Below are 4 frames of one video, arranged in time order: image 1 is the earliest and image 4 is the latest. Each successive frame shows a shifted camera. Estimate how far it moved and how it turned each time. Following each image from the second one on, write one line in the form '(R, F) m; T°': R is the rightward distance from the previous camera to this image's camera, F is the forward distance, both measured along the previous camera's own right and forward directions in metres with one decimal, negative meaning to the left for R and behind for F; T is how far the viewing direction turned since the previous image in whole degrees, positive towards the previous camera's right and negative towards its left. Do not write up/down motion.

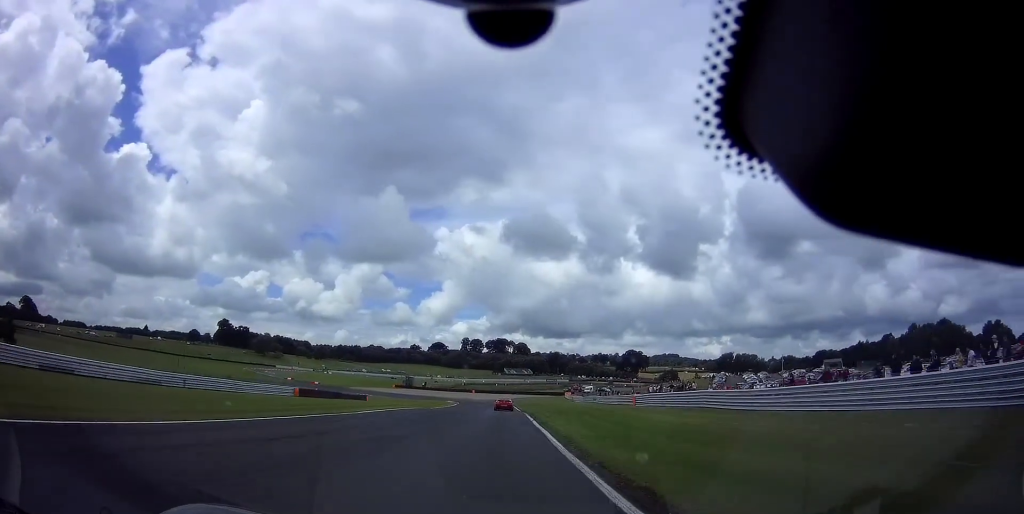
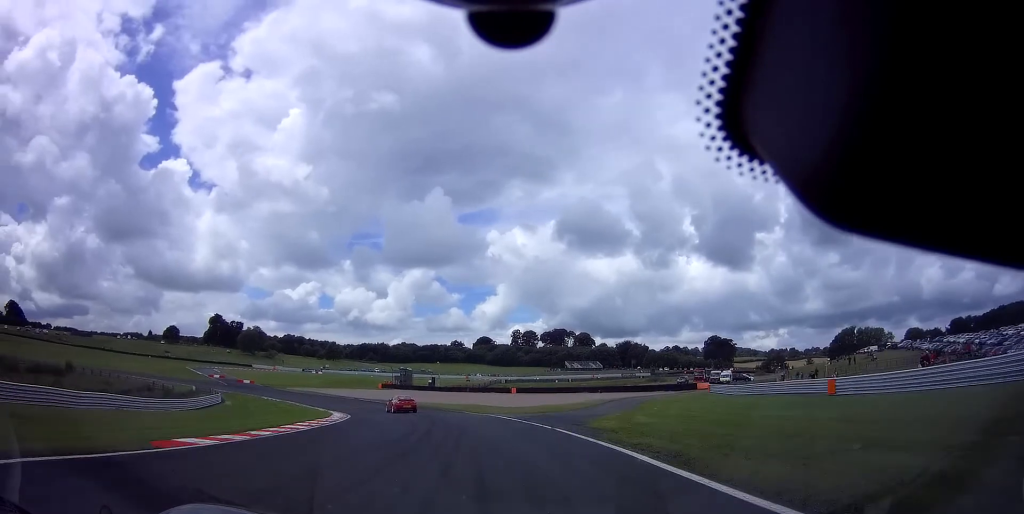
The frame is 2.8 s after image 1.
(+2.2, +87.5) m; -6°
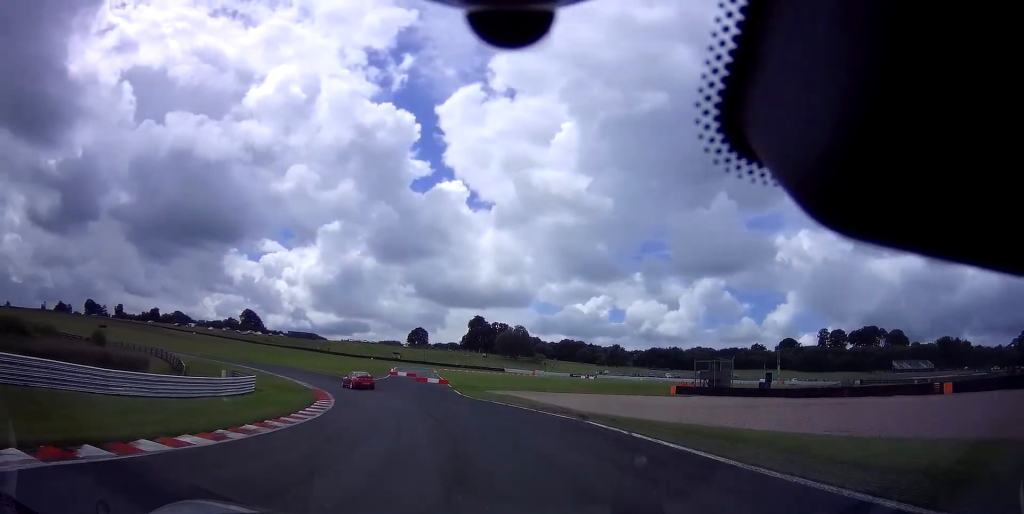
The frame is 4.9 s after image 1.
(-12.1, +51.7) m; -31°
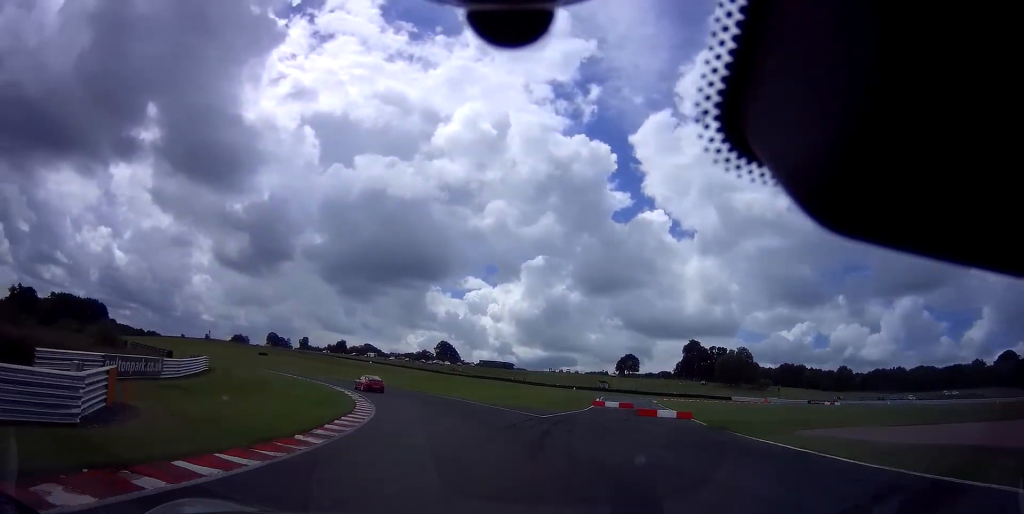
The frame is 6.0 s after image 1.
(-5.2, +28.6) m; -21°
